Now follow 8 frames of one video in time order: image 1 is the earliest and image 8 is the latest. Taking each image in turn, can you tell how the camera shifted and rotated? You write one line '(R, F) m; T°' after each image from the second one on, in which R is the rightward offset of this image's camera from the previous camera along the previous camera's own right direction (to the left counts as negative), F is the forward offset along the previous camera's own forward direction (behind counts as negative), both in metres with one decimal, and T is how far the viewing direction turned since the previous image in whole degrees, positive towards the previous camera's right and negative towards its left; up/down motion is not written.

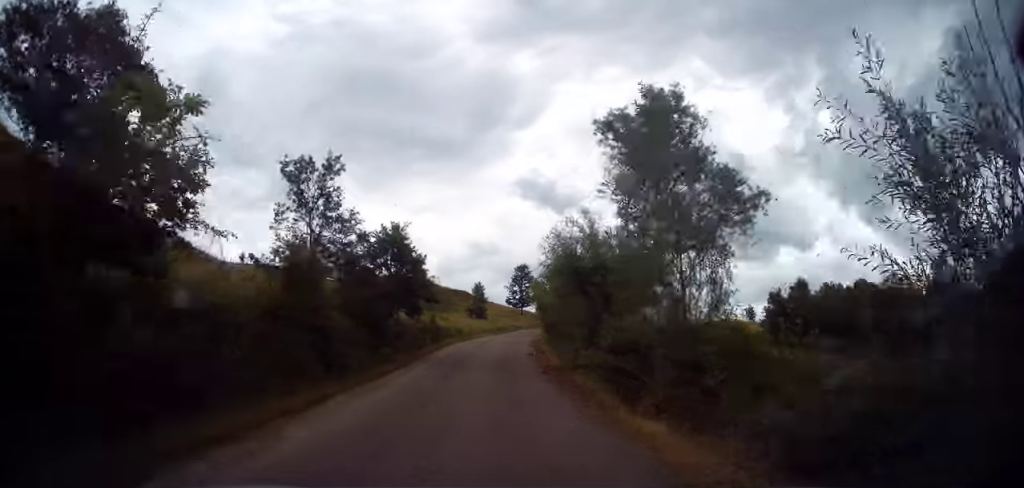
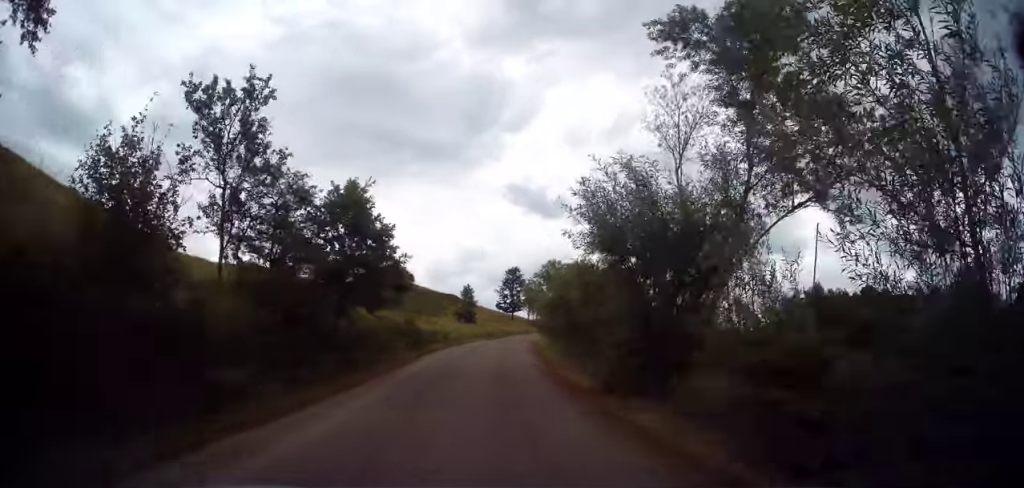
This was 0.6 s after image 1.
(+0.1, +5.8) m; +2°
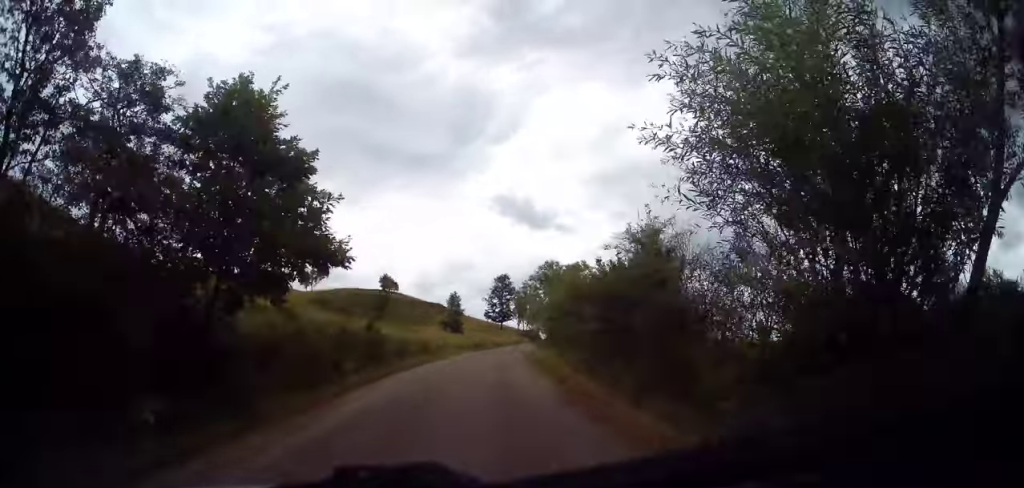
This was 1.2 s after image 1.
(+0.1, +6.2) m; +2°
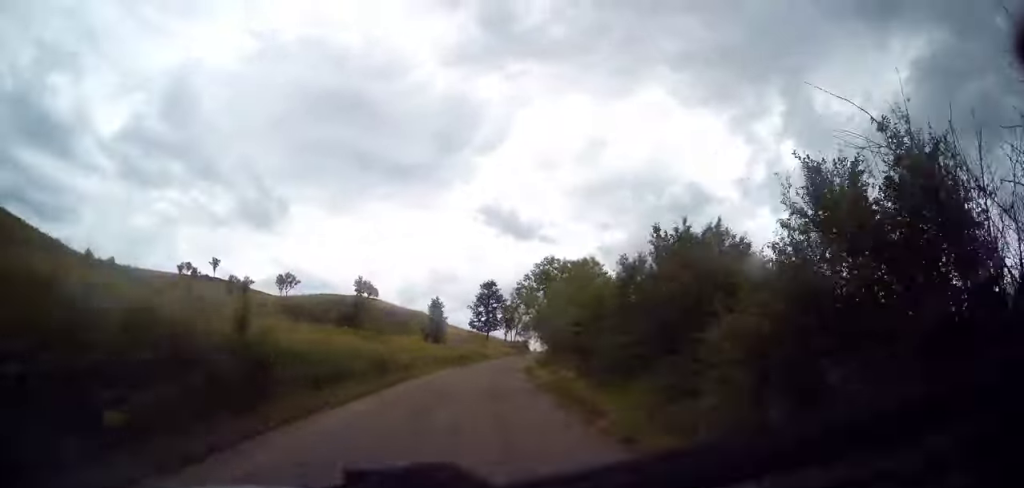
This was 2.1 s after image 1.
(+0.2, +8.2) m; +3°
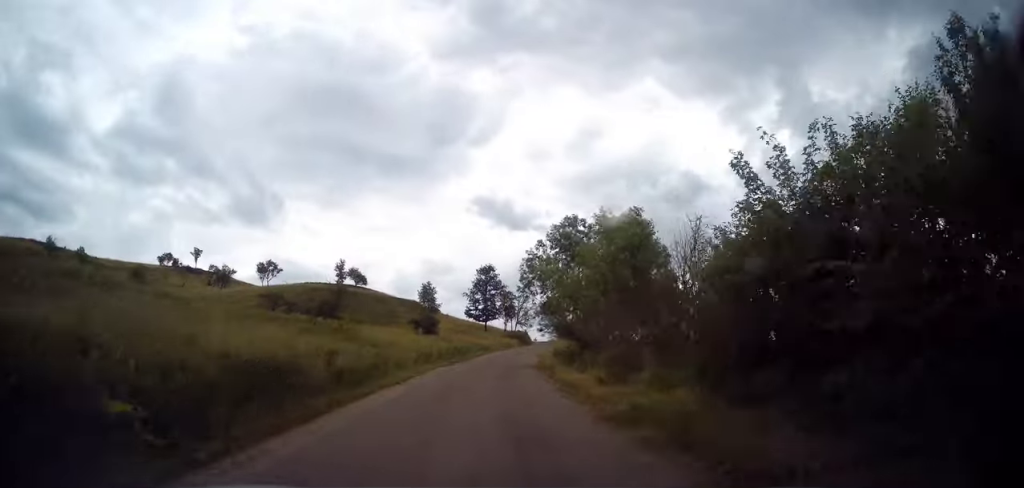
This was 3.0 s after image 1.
(+0.3, +9.7) m; 0°
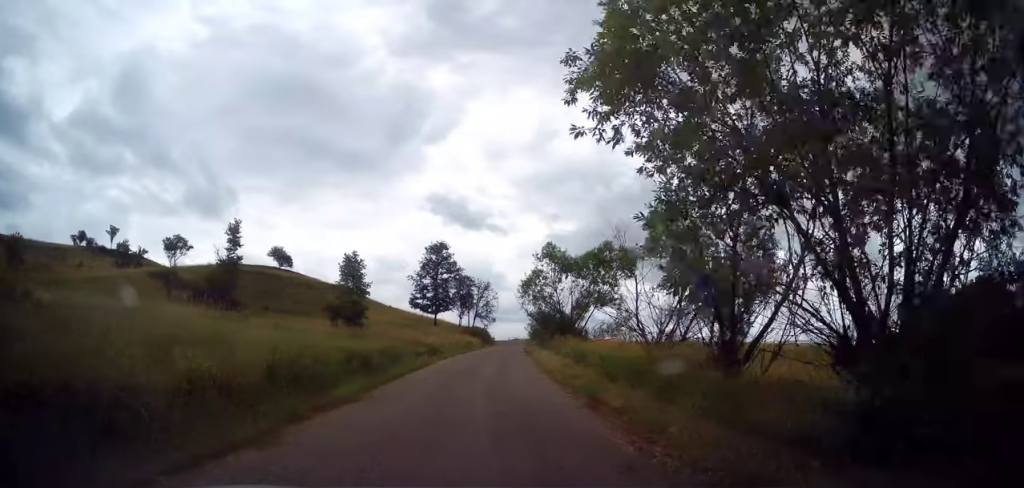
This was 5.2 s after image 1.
(+0.3, +22.0) m; +5°
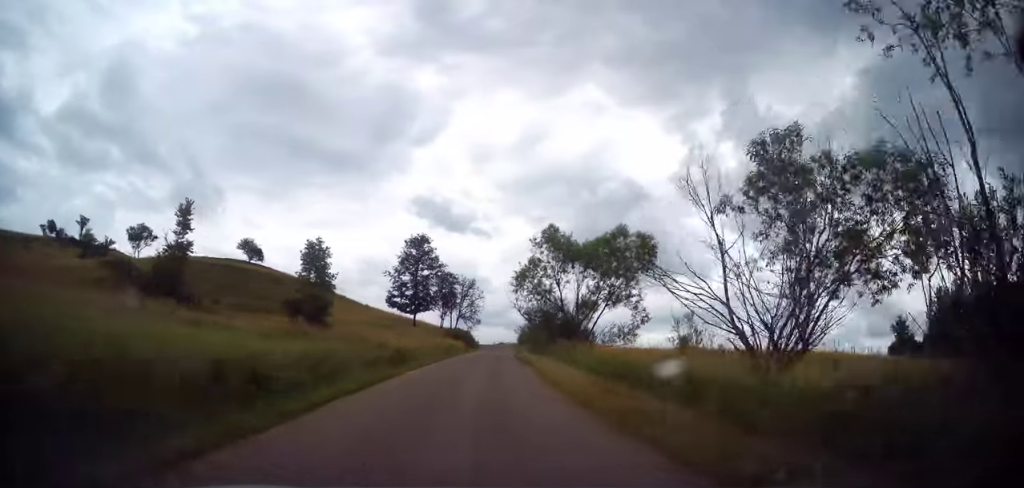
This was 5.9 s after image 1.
(+0.1, +7.2) m; +2°
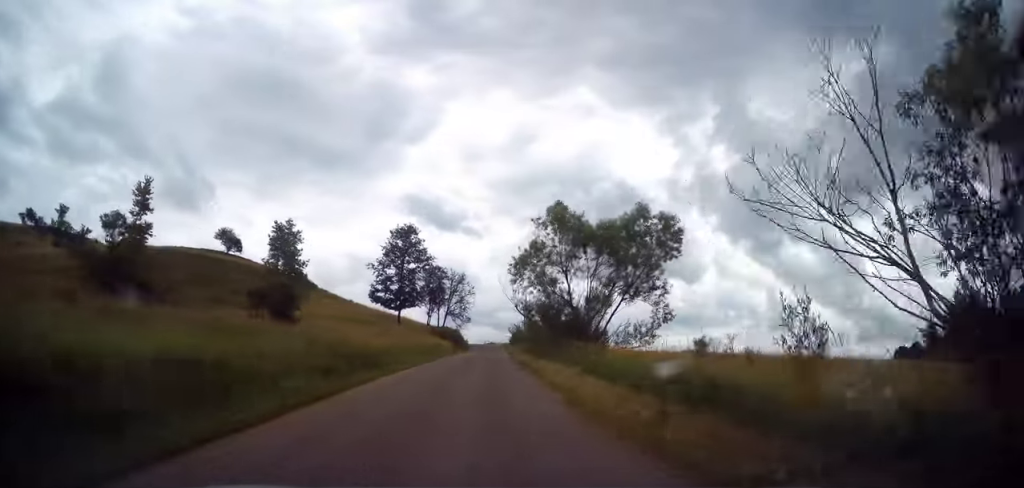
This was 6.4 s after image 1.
(+0.2, +5.3) m; +1°
